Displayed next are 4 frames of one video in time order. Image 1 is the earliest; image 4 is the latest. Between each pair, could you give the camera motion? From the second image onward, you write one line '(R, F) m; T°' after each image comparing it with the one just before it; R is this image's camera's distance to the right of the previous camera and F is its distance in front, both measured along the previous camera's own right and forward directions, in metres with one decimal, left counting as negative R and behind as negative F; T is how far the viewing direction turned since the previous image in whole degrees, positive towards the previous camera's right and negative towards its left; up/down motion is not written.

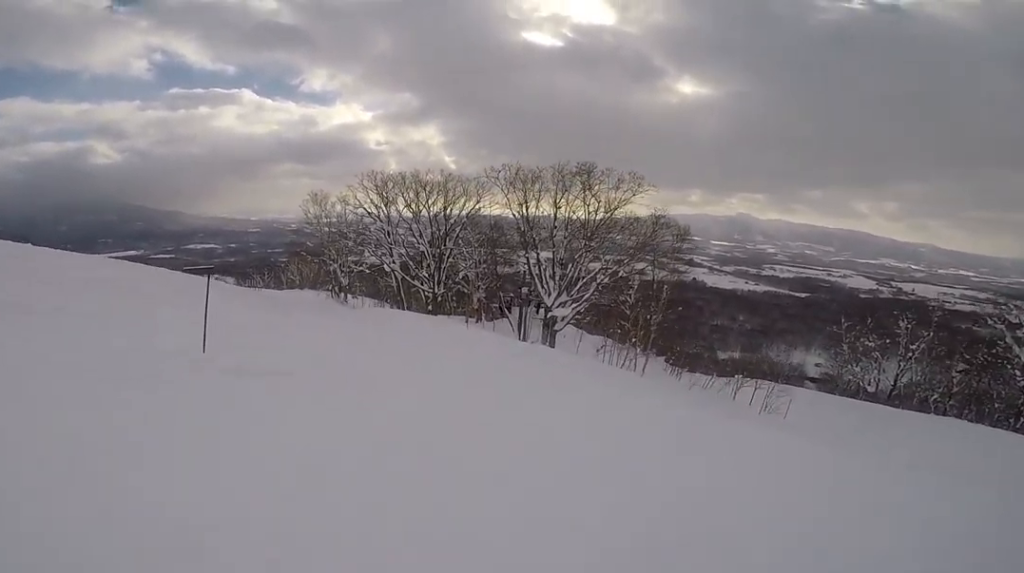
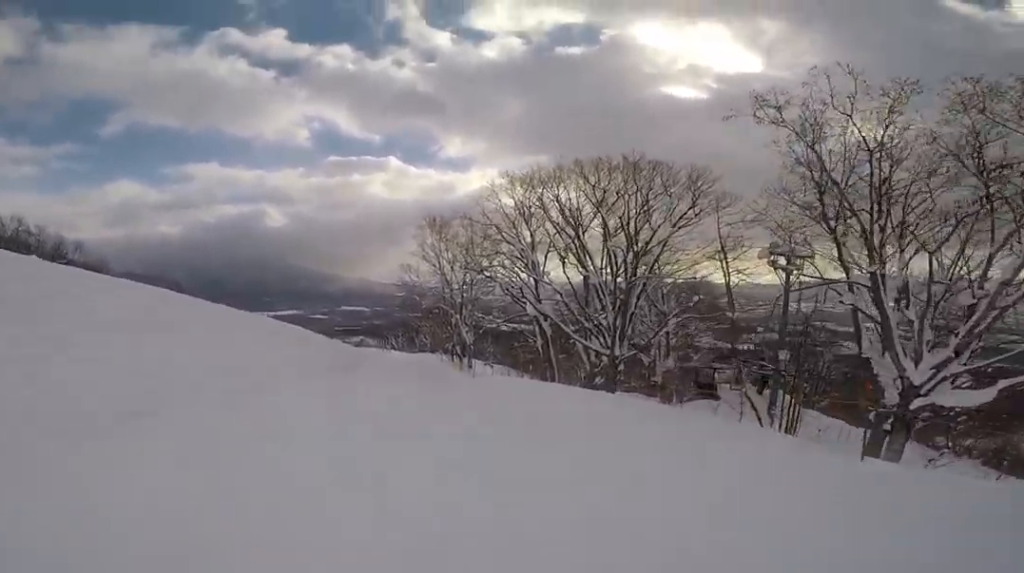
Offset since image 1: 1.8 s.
(-1.2, +15.6) m; -16°
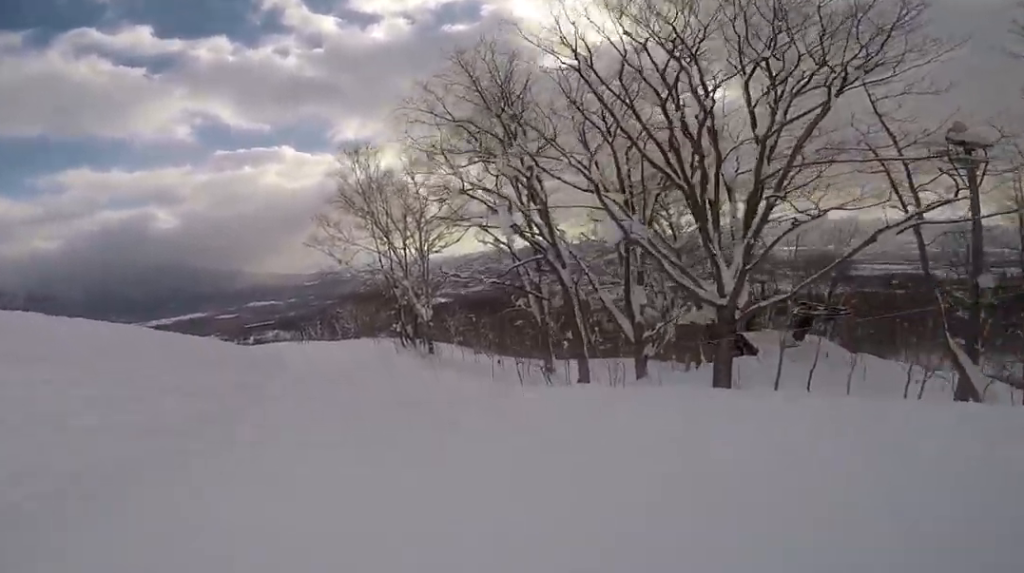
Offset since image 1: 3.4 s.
(-3.1, +13.5) m; -17°
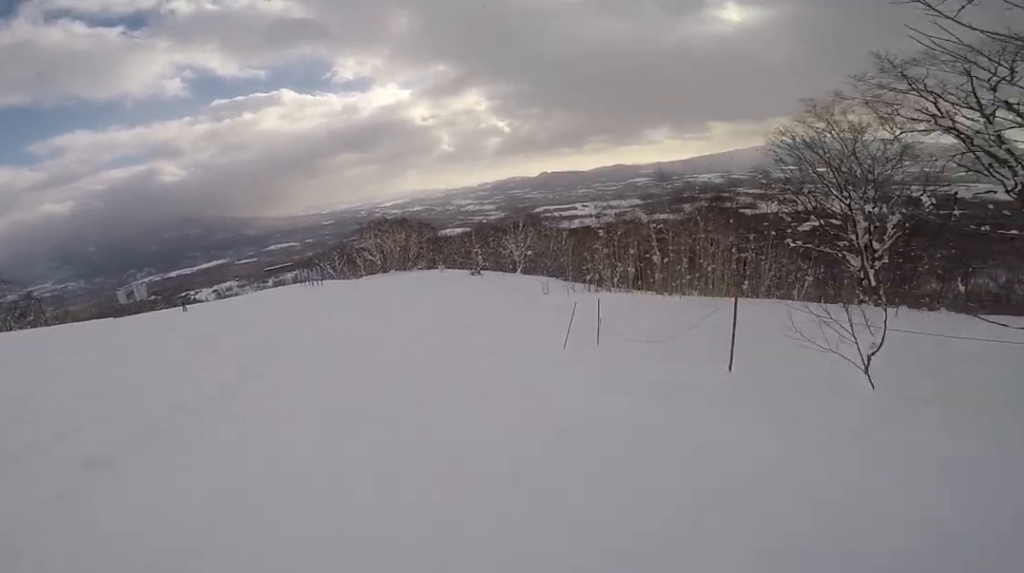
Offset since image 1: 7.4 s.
(+6.3, +34.5) m; +12°
